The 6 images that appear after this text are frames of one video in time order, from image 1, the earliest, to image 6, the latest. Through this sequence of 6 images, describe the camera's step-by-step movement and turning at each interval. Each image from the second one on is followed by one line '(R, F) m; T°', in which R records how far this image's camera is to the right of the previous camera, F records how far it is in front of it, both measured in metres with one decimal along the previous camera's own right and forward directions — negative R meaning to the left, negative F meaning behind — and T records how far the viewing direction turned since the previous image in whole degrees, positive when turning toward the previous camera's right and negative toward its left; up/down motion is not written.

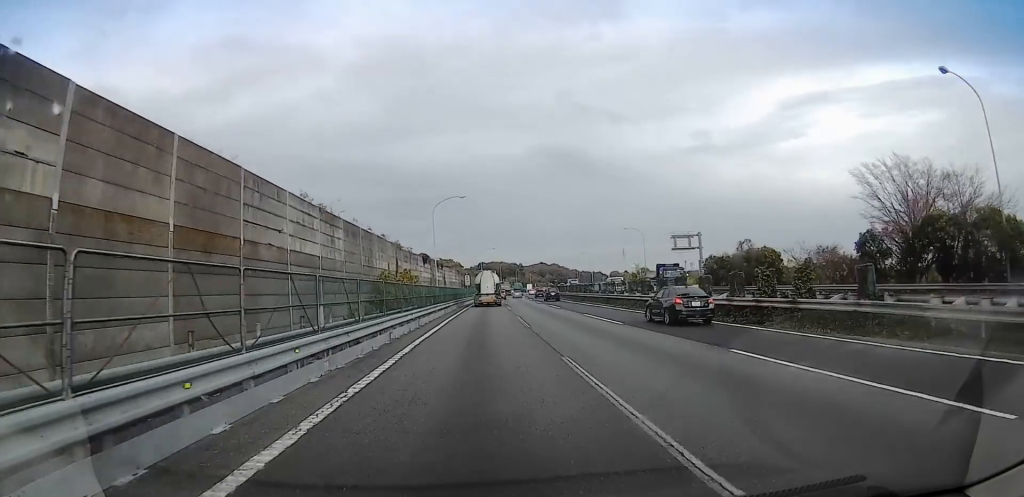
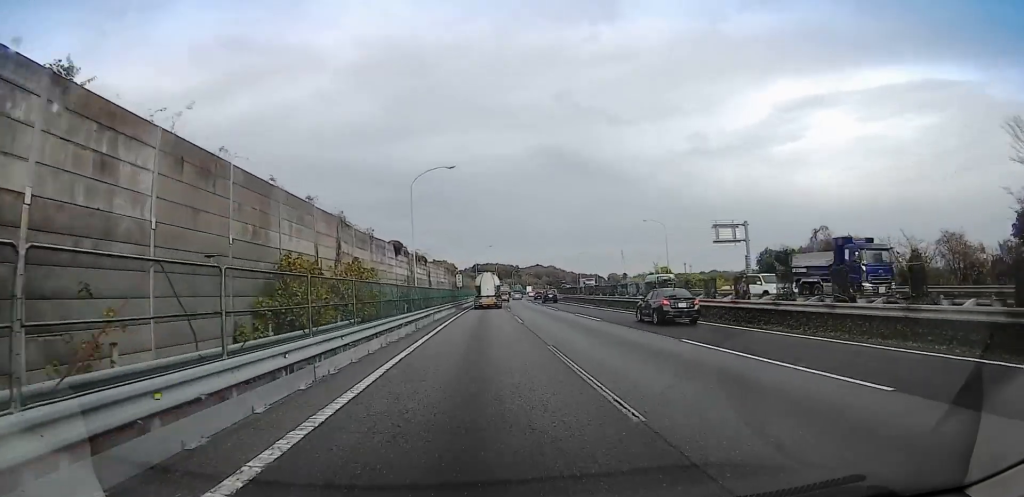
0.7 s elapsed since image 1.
(-0.3, +15.9) m; 0°
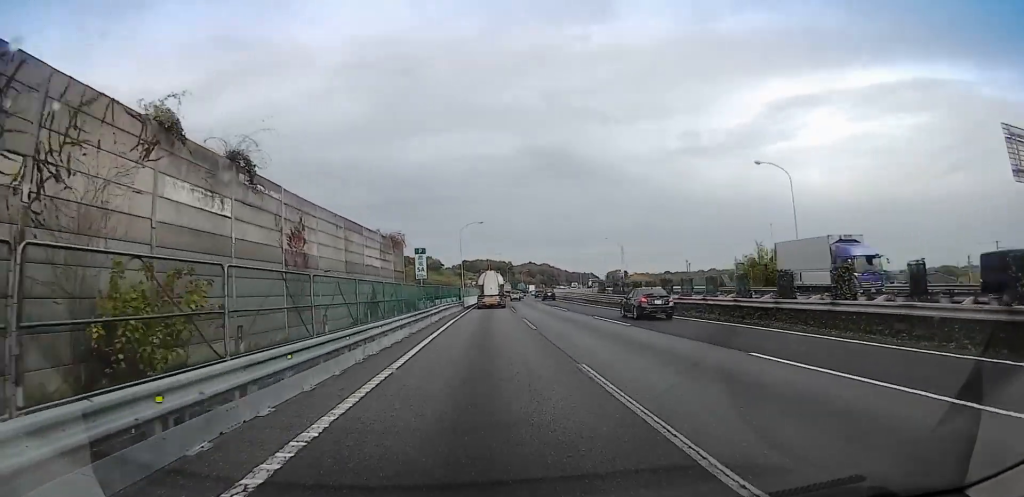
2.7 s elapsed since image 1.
(+1.2, +43.5) m; +2°
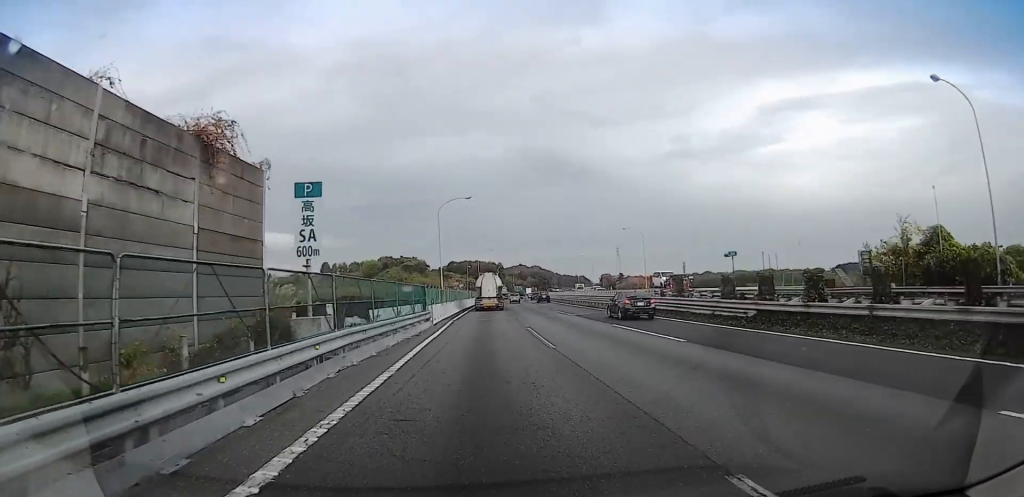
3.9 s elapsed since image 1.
(-1.0, +26.2) m; -2°
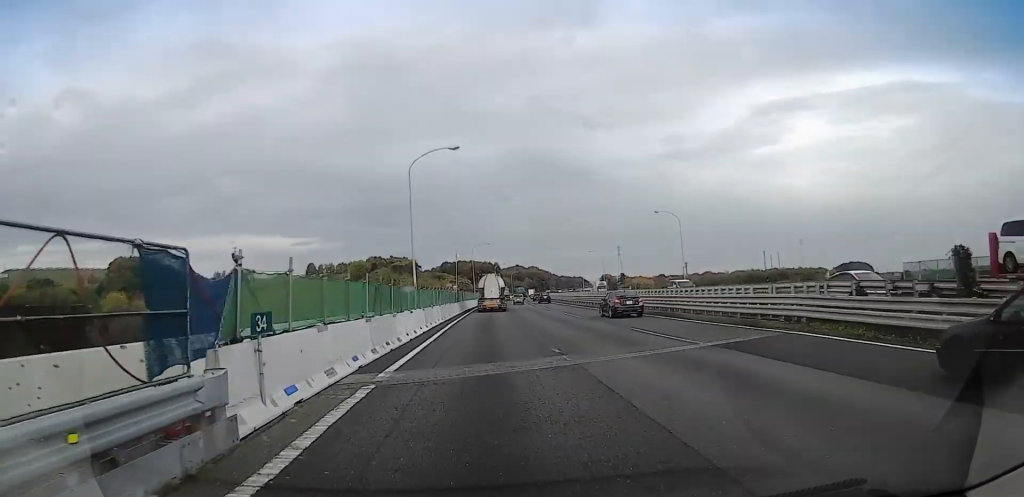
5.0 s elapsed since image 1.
(+0.5, +23.4) m; +2°
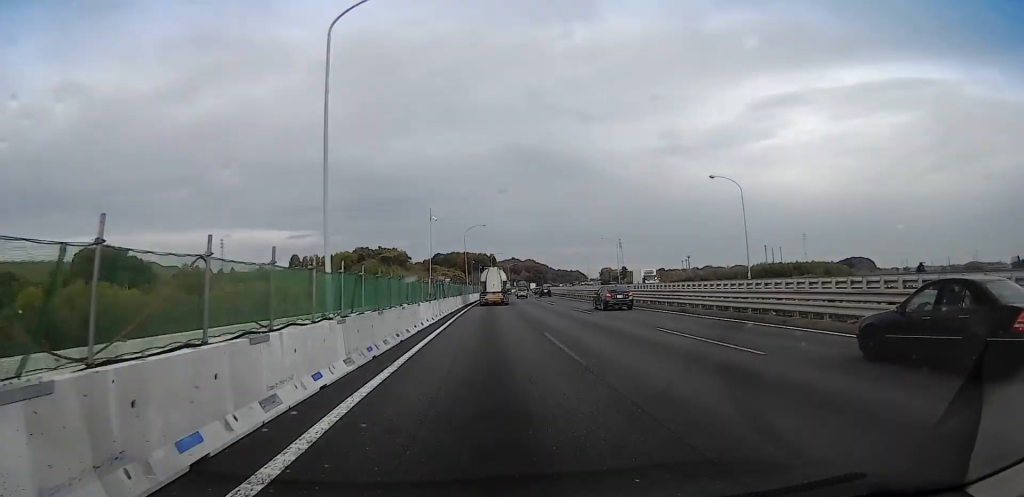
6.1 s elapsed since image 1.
(+0.3, +23.4) m; +2°
